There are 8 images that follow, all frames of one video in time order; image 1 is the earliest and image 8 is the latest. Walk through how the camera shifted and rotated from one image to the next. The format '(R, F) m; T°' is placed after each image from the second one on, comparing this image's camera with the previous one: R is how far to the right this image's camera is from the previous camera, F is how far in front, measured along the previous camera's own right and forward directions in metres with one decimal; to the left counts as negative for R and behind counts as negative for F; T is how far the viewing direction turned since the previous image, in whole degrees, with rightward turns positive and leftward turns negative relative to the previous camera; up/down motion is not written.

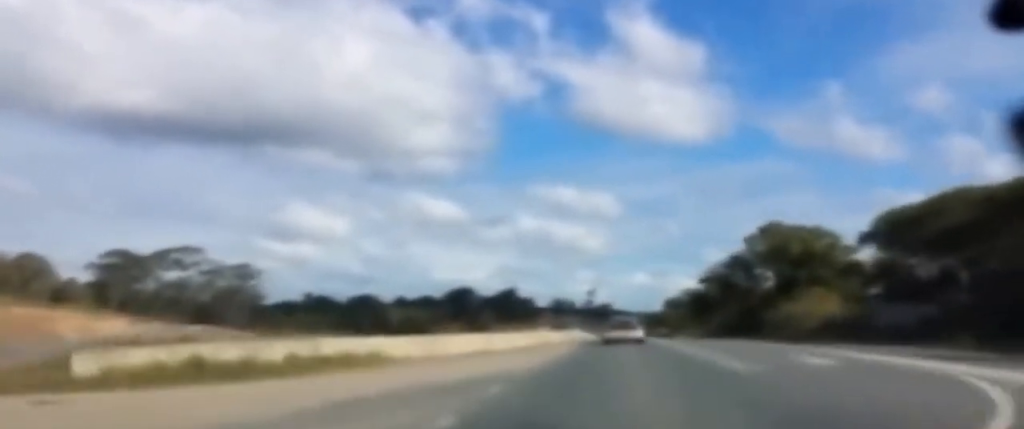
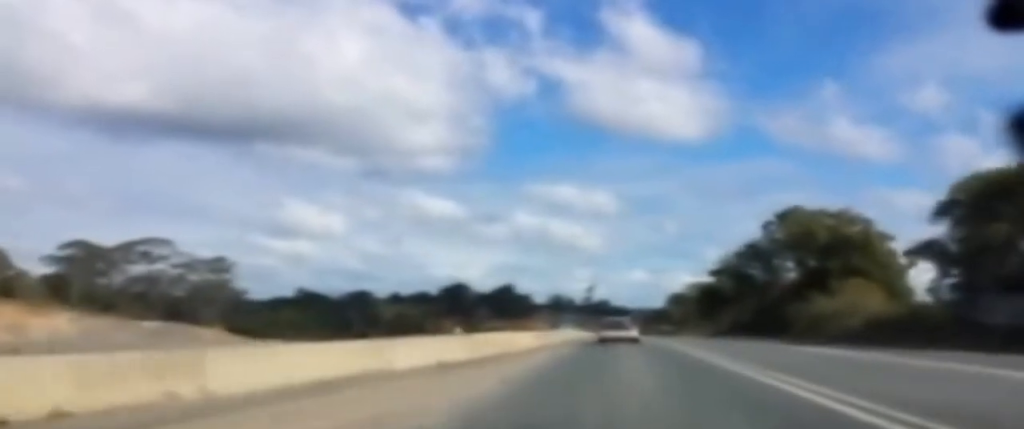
(-0.3, +15.9) m; 0°
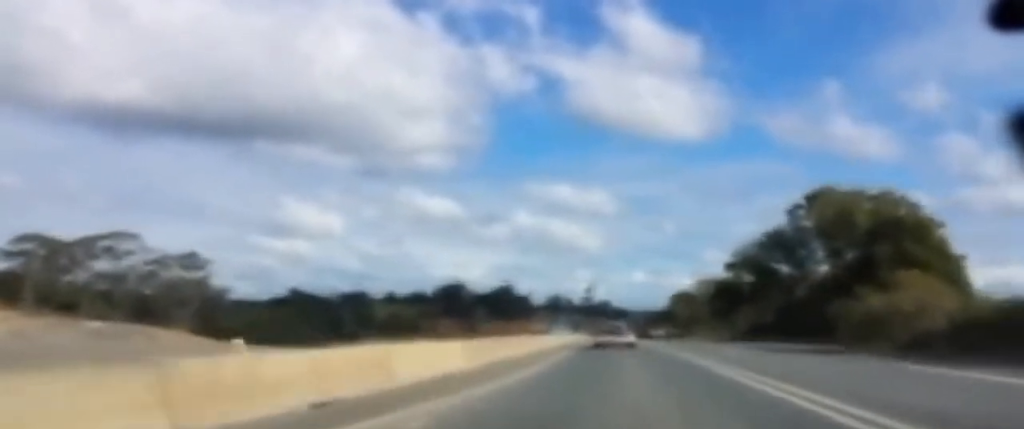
(+0.1, +15.9) m; 0°
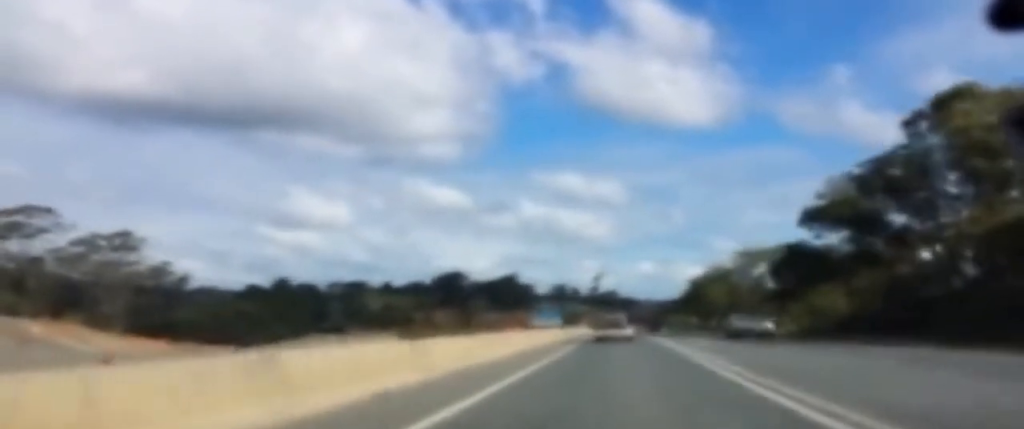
(+0.3, +35.5) m; 0°
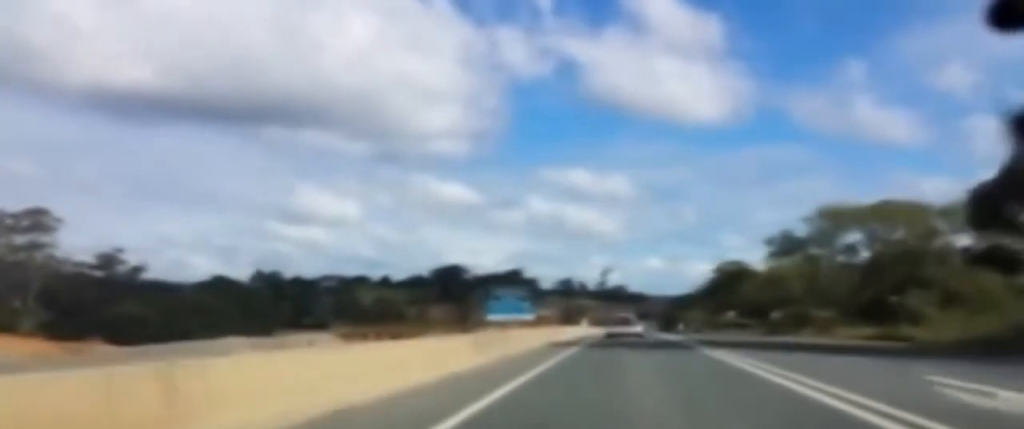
(-0.4, +33.0) m; -2°
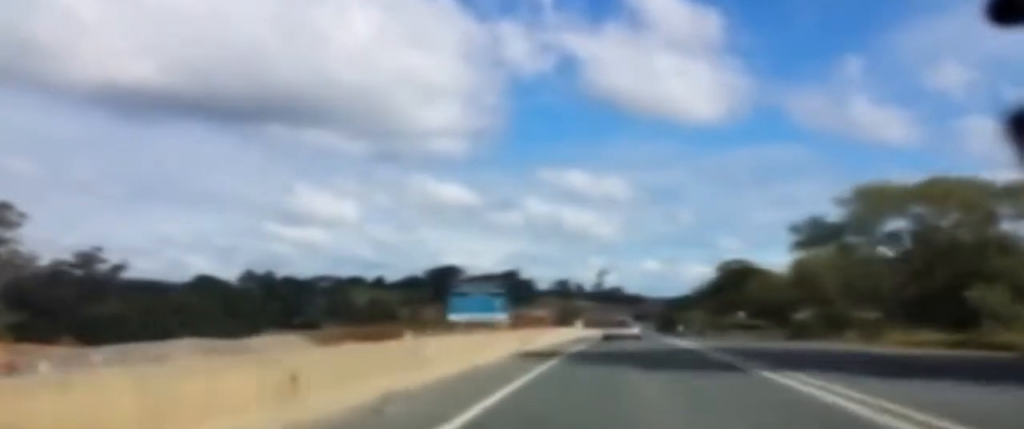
(0.0, +10.7) m; 0°
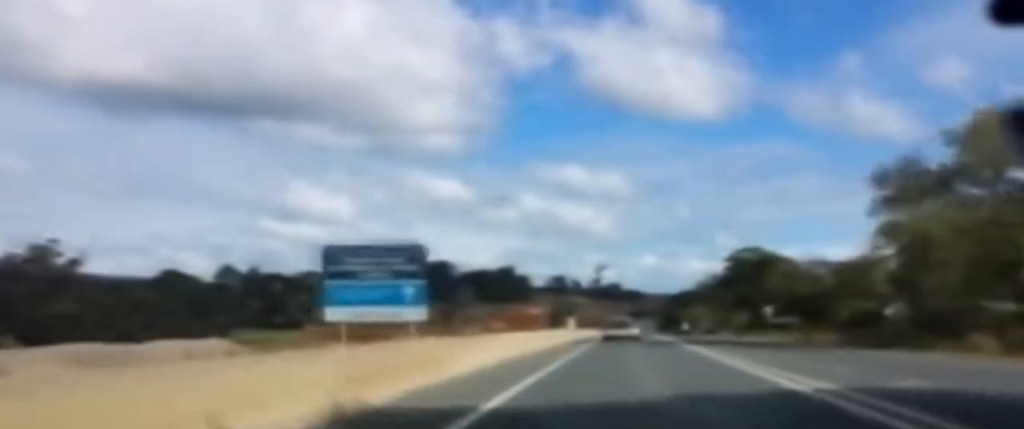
(-0.1, +16.5) m; 0°
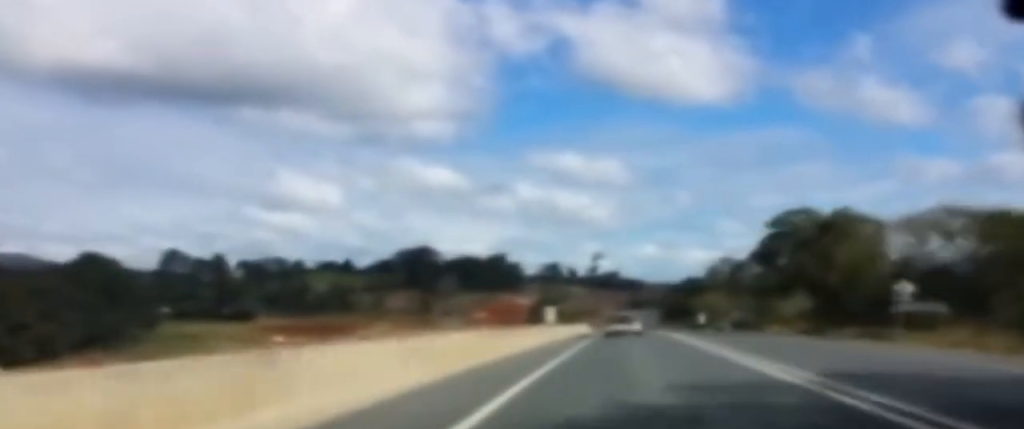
(+0.4, +31.8) m; +1°
